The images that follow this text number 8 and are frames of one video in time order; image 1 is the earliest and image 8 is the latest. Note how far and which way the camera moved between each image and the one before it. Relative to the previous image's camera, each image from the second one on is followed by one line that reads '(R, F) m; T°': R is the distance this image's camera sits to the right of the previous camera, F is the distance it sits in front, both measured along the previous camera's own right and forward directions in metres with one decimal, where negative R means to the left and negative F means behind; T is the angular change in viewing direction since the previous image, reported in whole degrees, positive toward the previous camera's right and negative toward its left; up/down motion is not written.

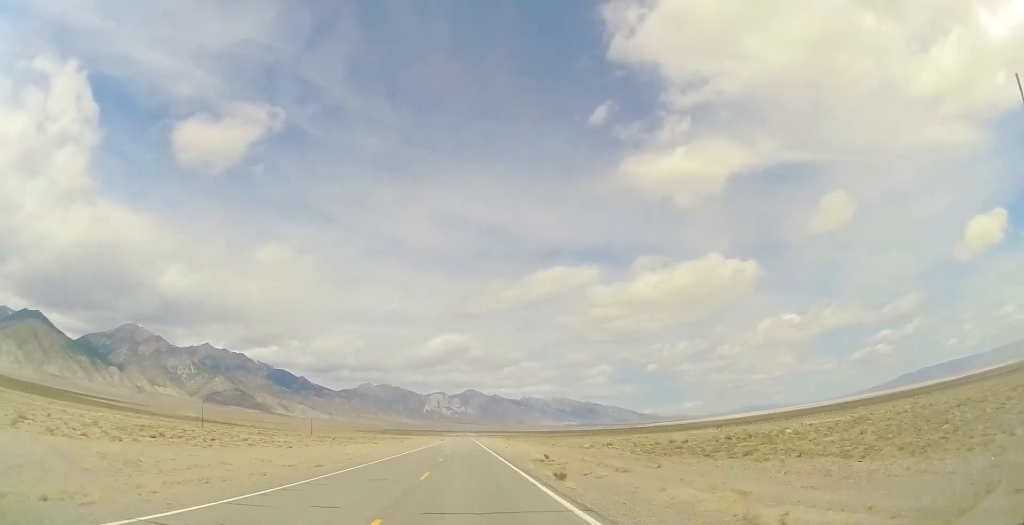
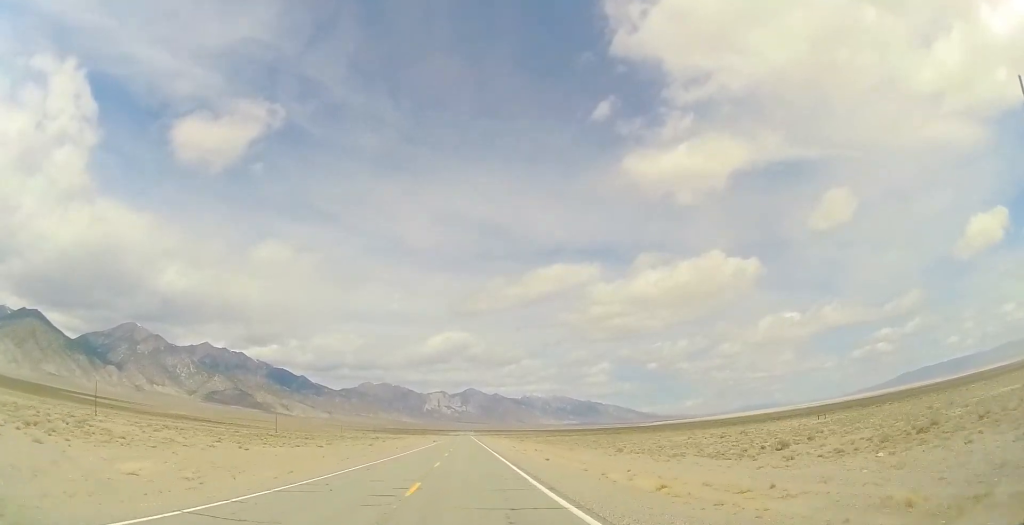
(-0.1, +41.1) m; 0°
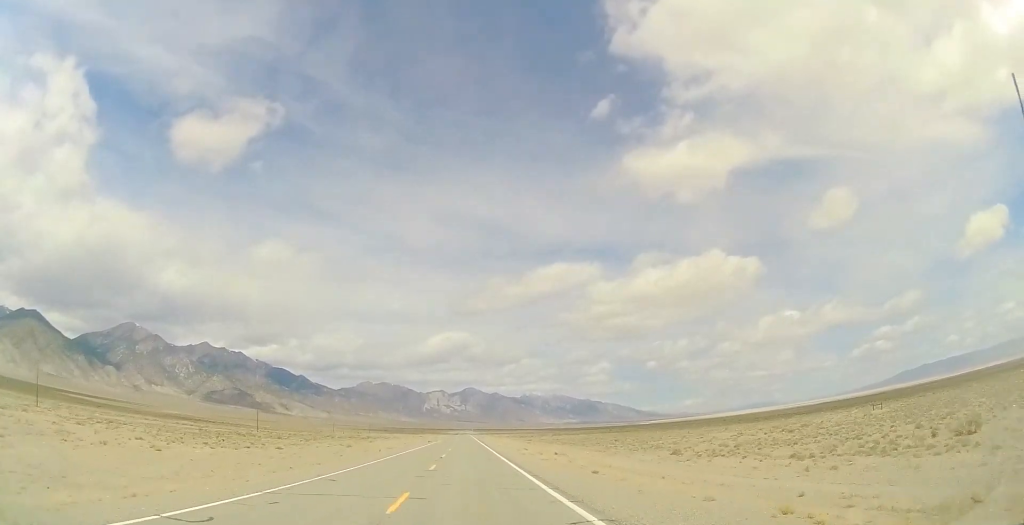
(+0.1, +15.3) m; 0°
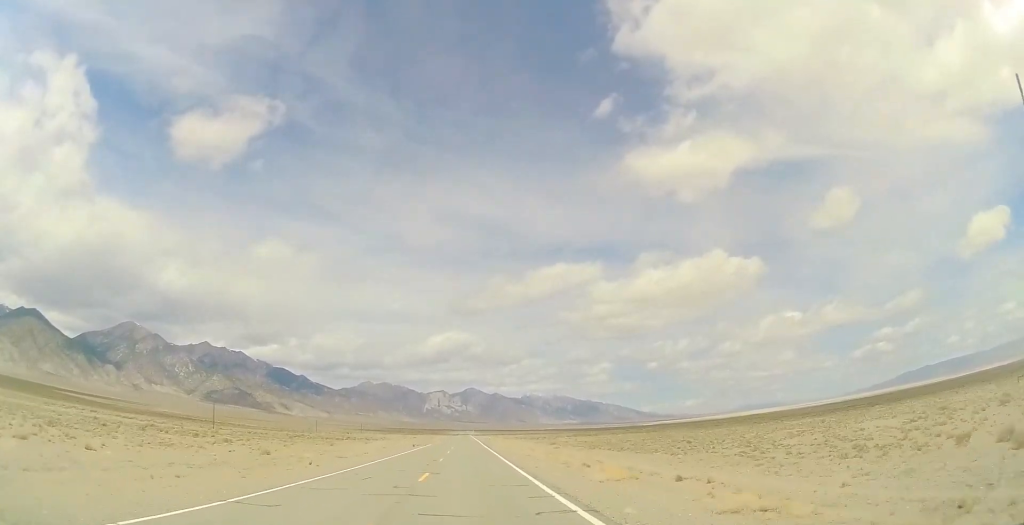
(0.0, +30.6) m; 0°
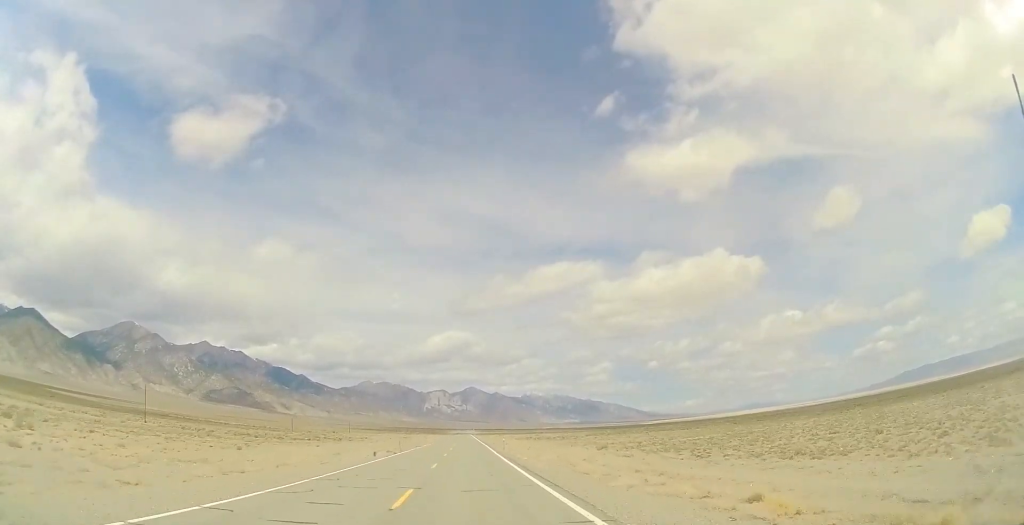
(0.0, +30.7) m; 0°
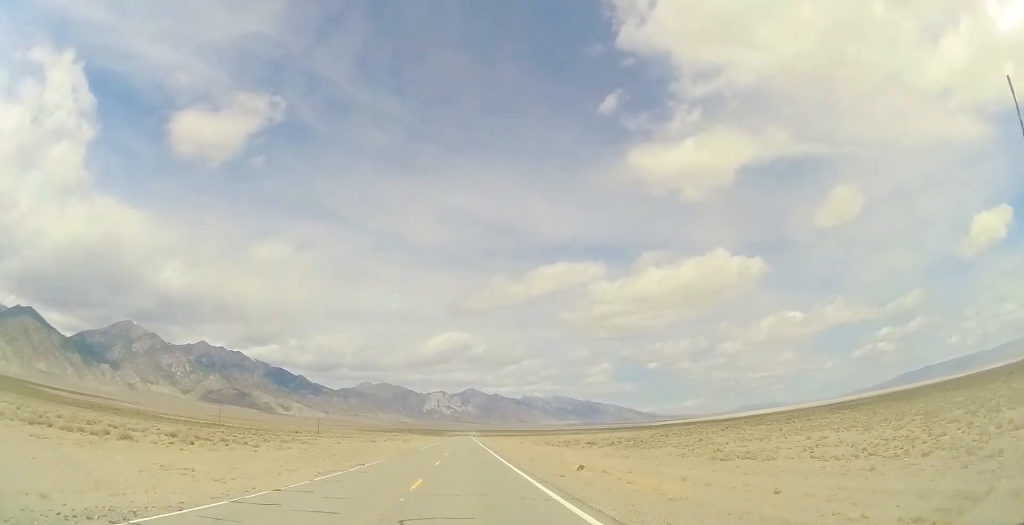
(0.0, +56.9) m; 0°
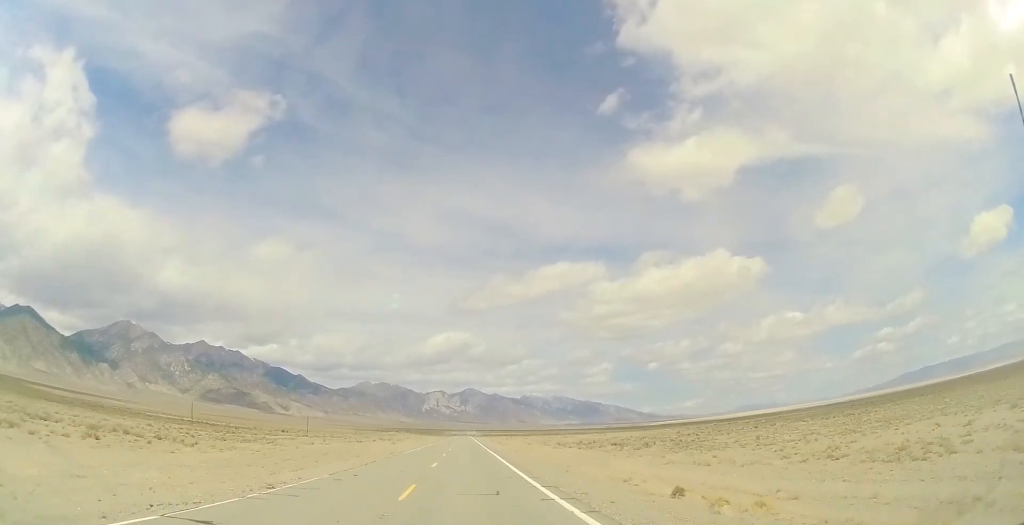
(0.0, +14.3) m; 0°
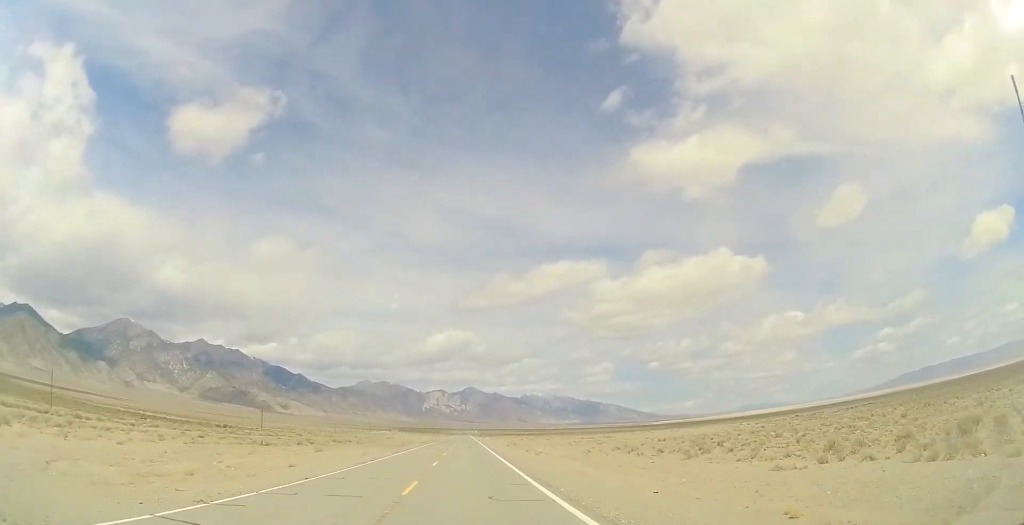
(-0.4, +47.7) m; 0°
